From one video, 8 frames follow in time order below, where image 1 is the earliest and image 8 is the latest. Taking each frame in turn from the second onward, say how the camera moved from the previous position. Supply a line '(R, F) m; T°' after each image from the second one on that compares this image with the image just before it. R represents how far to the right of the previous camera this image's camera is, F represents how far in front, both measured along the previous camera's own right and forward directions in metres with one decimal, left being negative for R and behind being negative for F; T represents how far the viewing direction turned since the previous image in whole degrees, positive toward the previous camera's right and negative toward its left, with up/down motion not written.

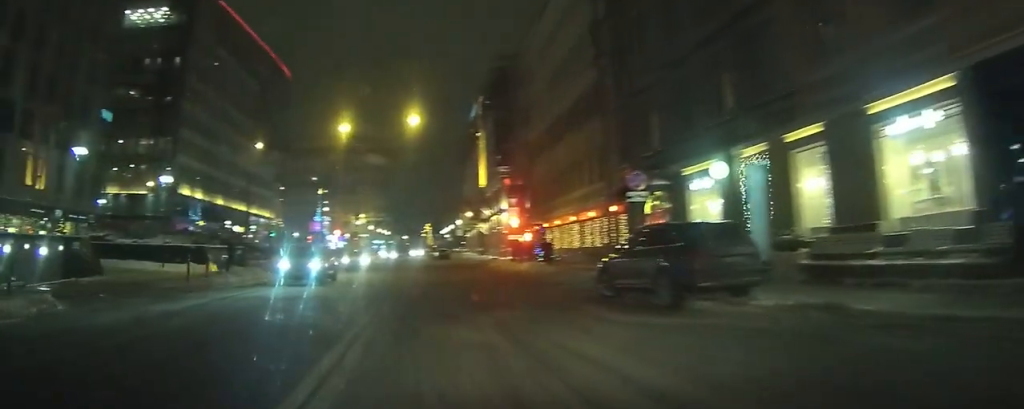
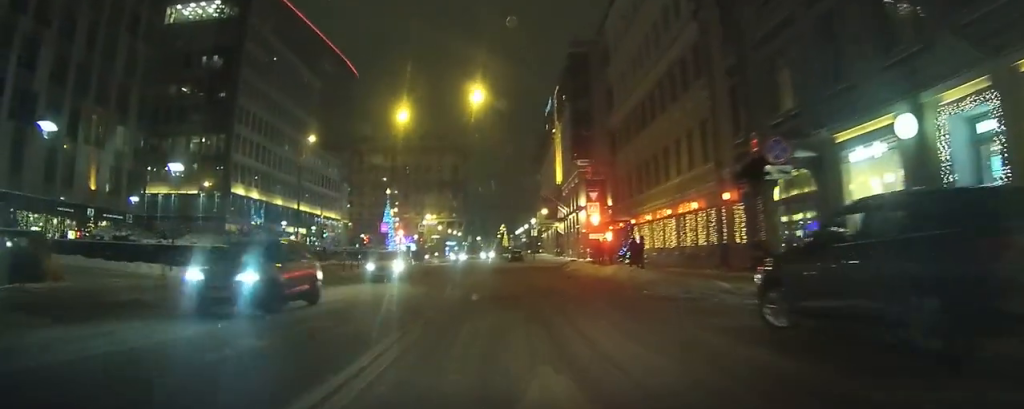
(-0.2, +6.3) m; -5°
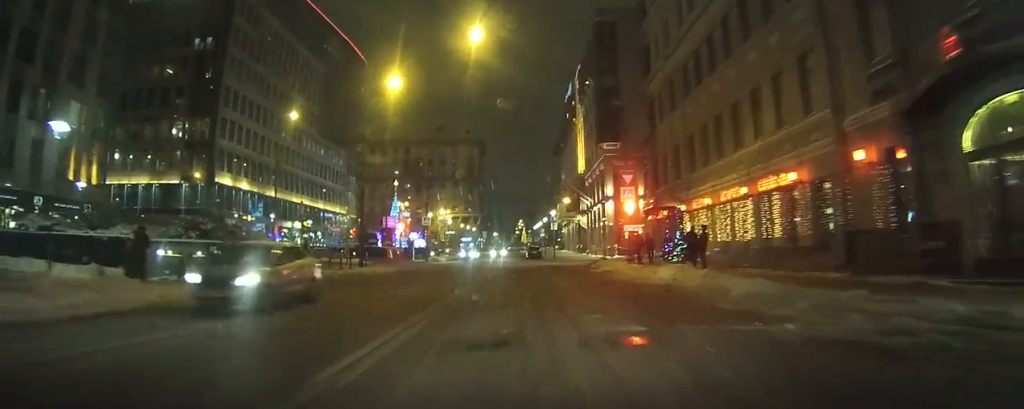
(-0.5, +8.3) m; -3°
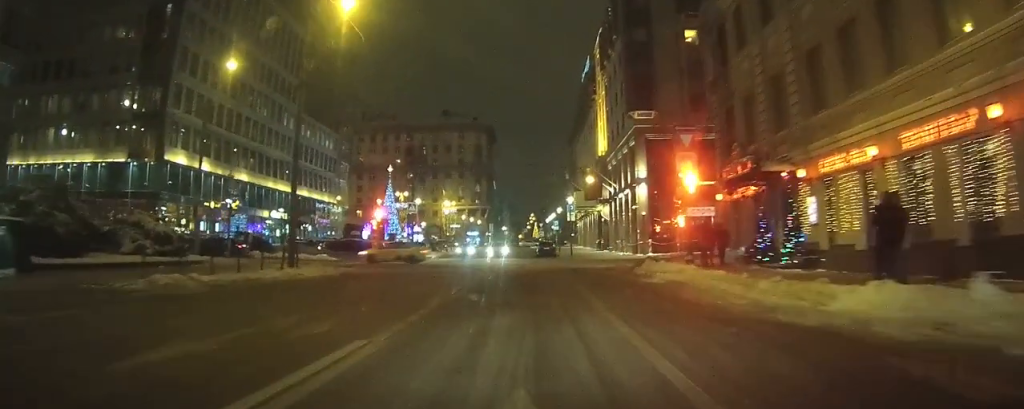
(+0.4, +11.5) m; +2°
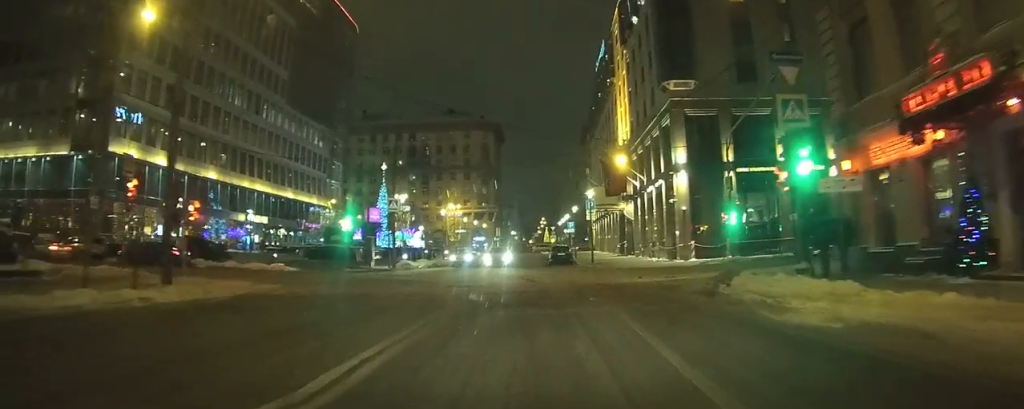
(-0.2, +10.4) m; -2°
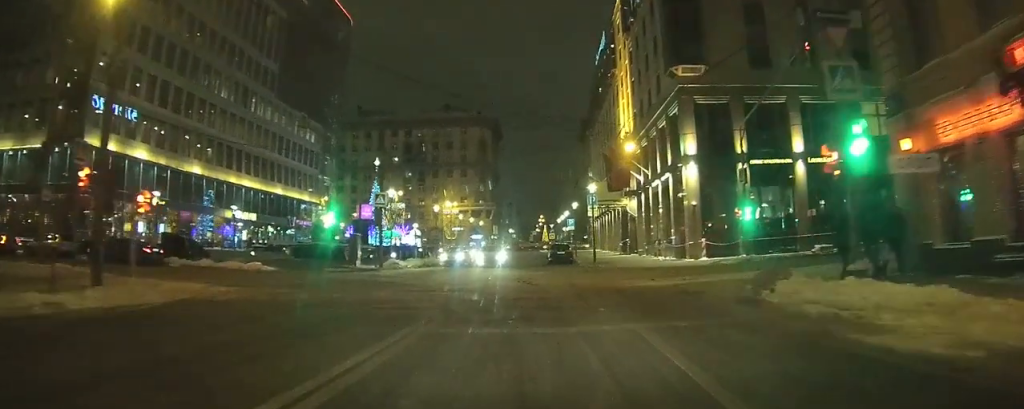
(0.0, +3.1) m; +1°
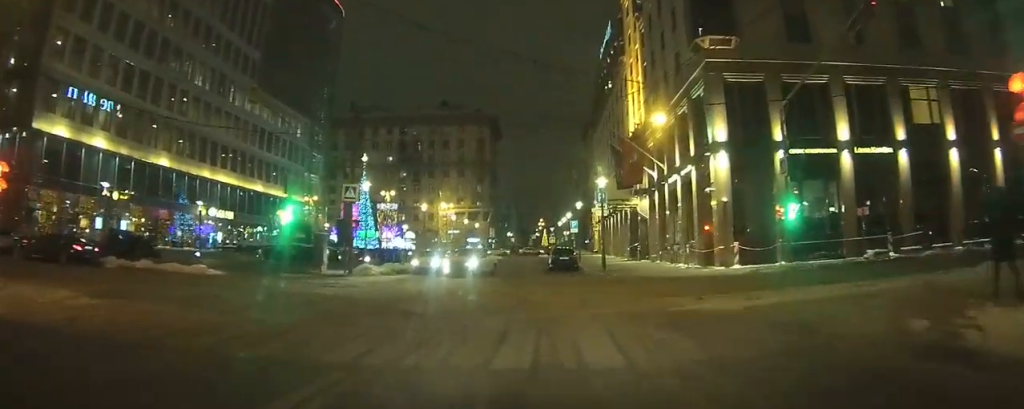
(+0.1, +6.2) m; -3°
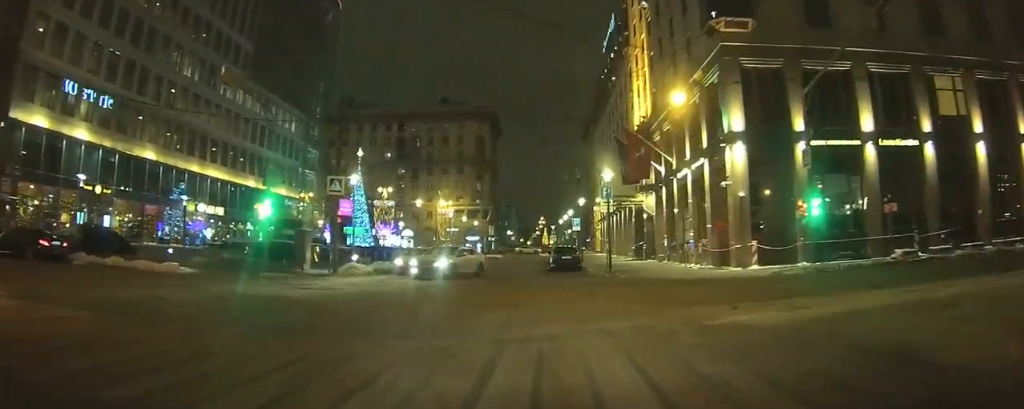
(-0.1, +2.6) m; -1°
